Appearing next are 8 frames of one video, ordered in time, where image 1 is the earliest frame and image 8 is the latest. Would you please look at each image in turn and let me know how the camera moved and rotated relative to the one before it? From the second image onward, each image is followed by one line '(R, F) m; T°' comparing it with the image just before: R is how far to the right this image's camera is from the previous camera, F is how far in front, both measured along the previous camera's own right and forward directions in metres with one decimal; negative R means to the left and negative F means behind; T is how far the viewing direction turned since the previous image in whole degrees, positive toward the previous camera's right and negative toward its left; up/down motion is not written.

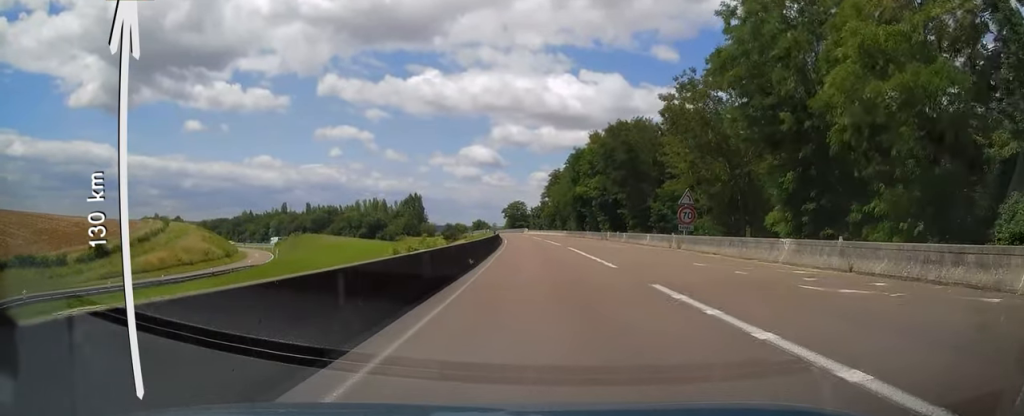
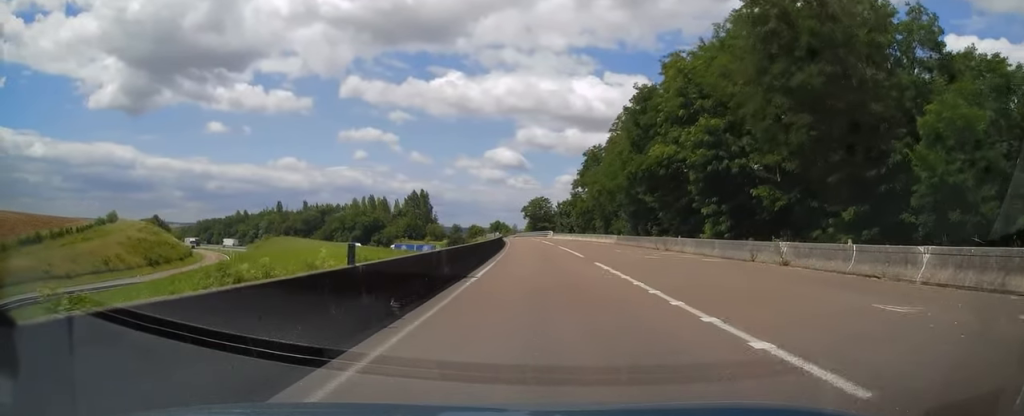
(-0.3, +40.4) m; -2°
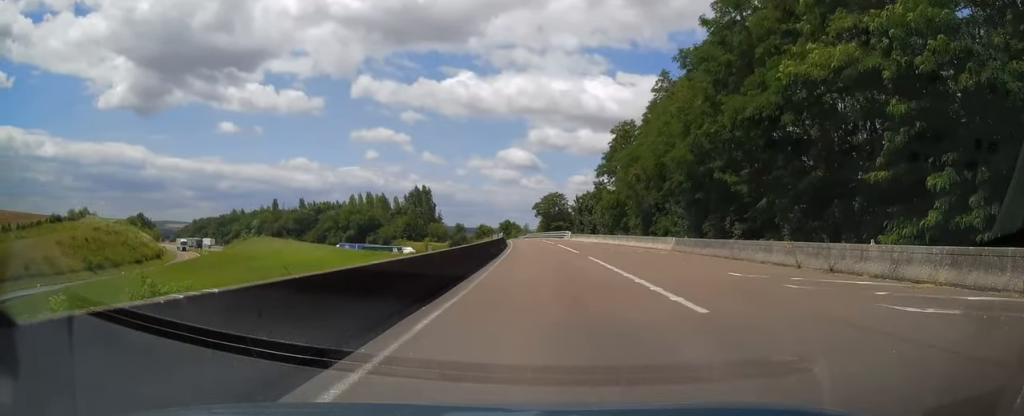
(-0.4, +20.7) m; -1°
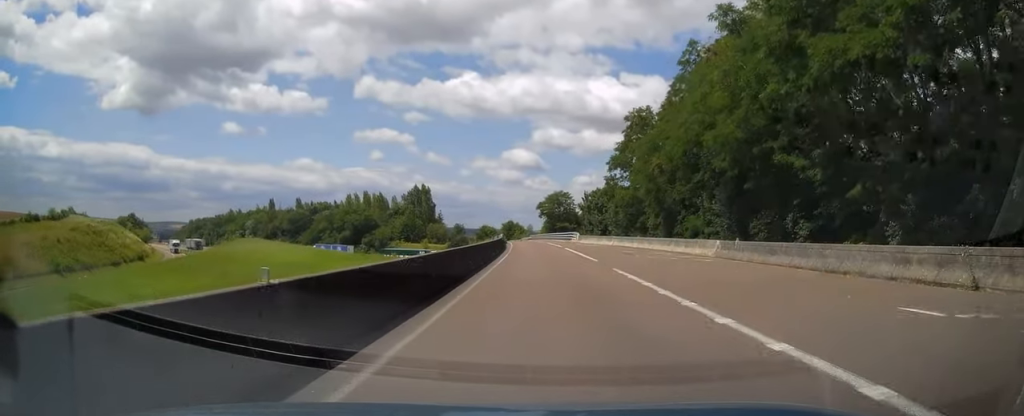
(0.0, +8.8) m; -1°
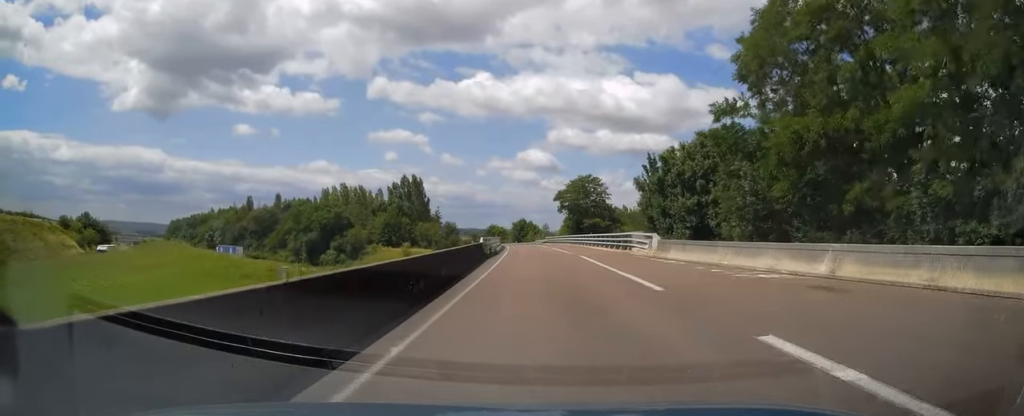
(-0.8, +39.2) m; -2°
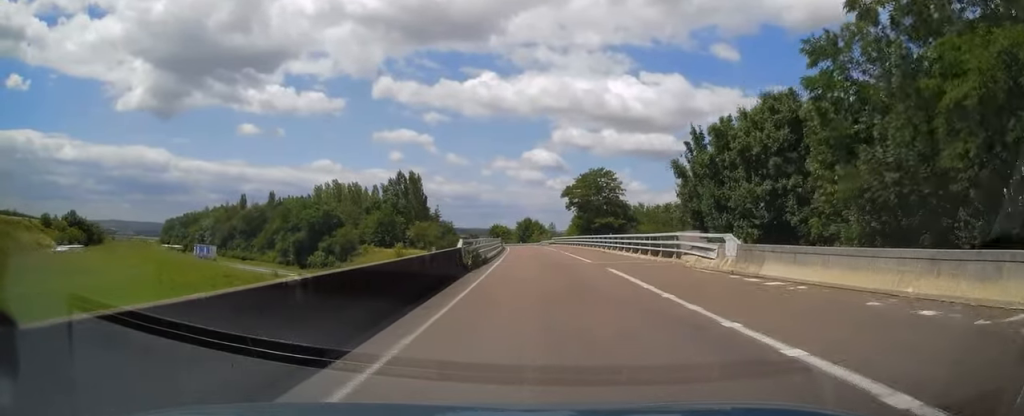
(0.0, +11.0) m; 0°
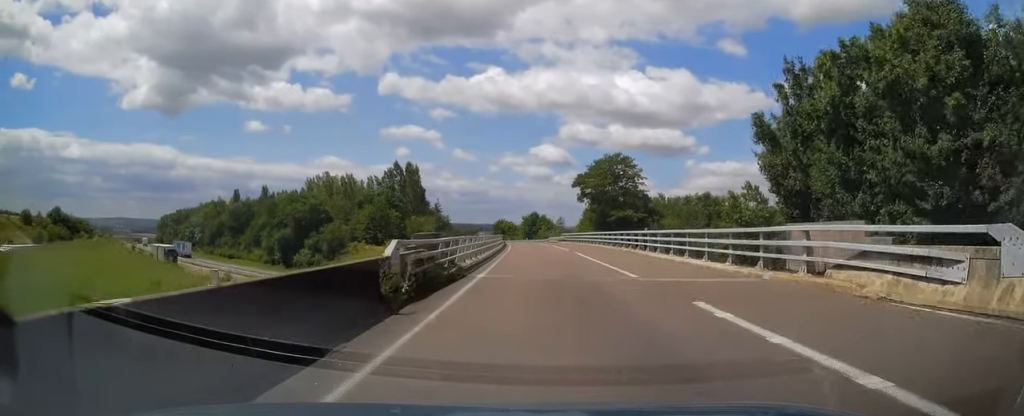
(0.0, +11.7) m; -1°
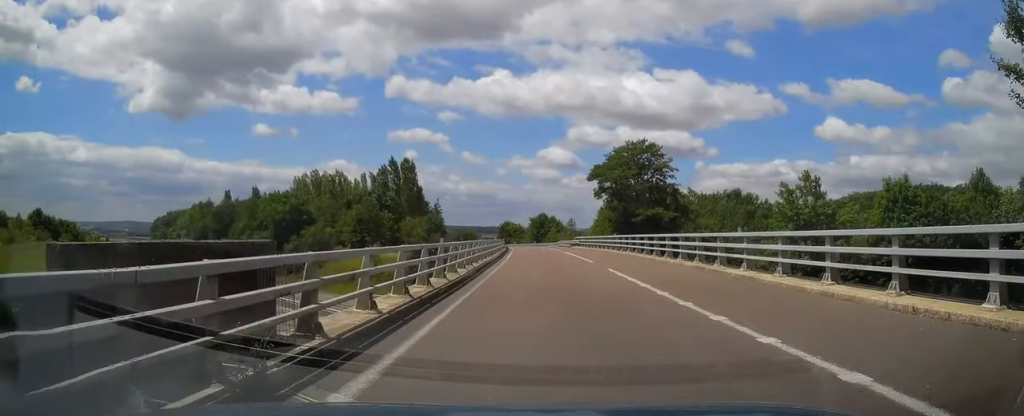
(0.0, +13.5) m; -1°
